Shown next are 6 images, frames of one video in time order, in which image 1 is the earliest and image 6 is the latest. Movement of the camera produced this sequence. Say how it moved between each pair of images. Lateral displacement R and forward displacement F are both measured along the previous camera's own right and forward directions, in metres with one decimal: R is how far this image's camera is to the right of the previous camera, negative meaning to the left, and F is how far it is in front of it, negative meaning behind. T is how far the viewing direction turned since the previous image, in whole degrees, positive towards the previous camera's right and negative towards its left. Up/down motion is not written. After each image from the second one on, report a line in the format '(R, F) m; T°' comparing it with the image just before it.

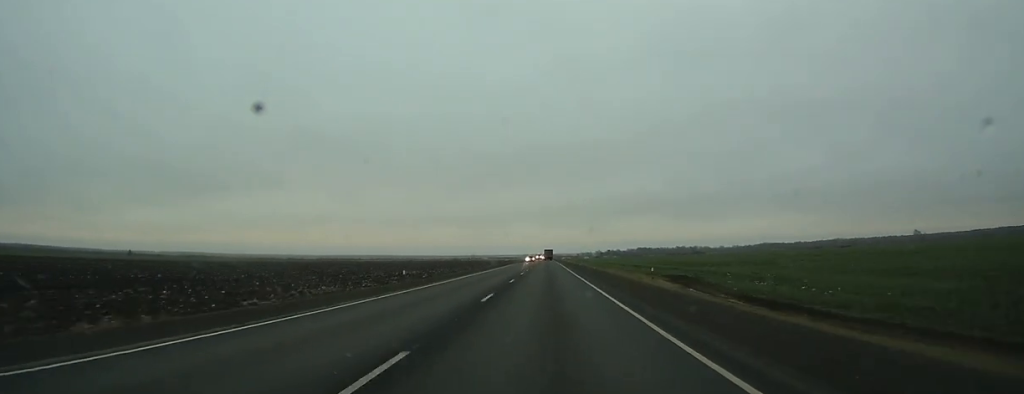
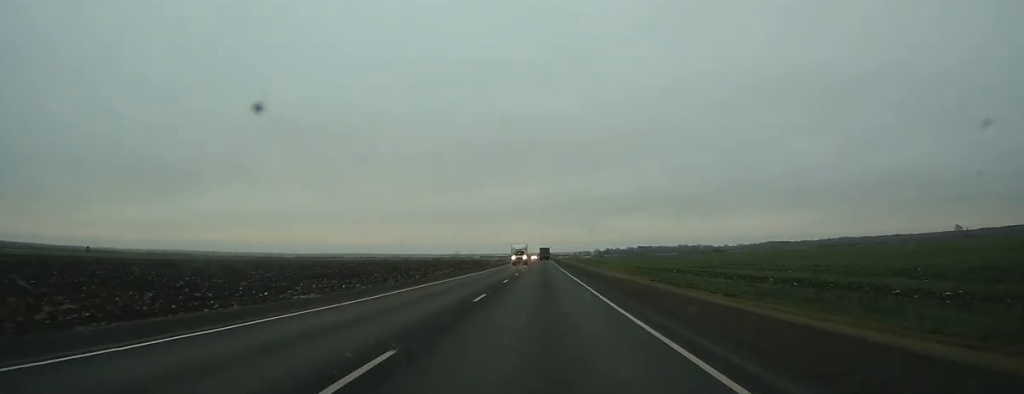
(-0.3, +90.7) m; 0°
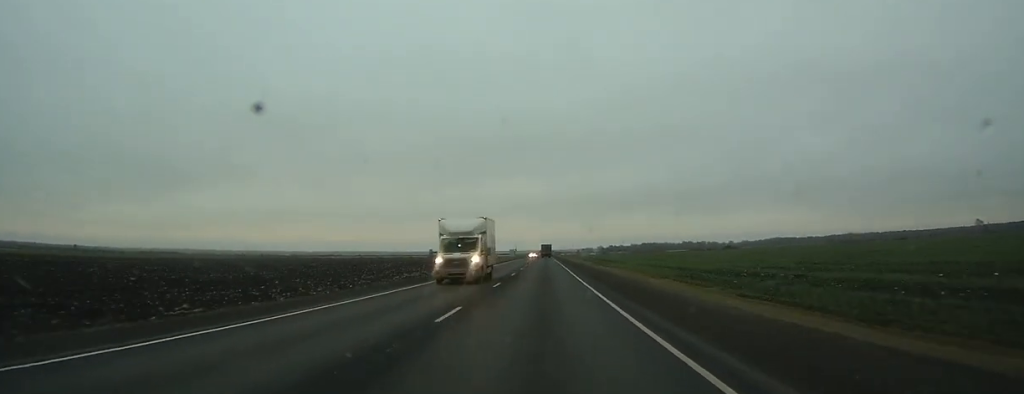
(+0.1, +33.6) m; 0°
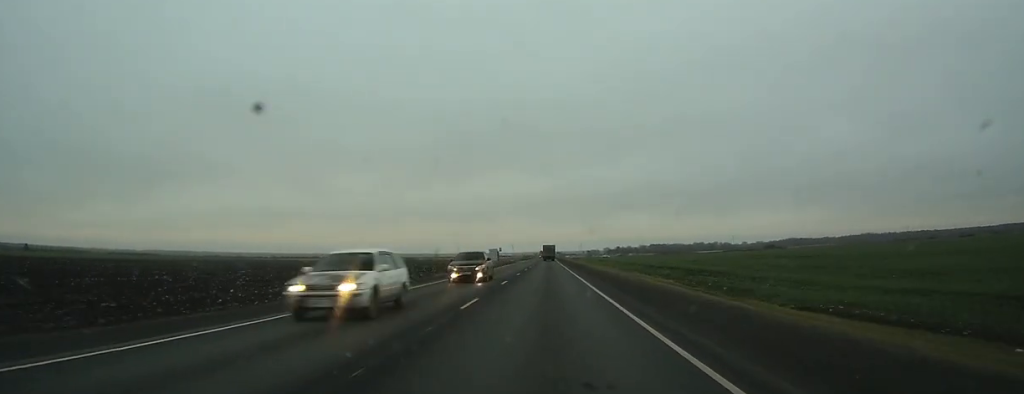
(-0.1, +106.1) m; 0°
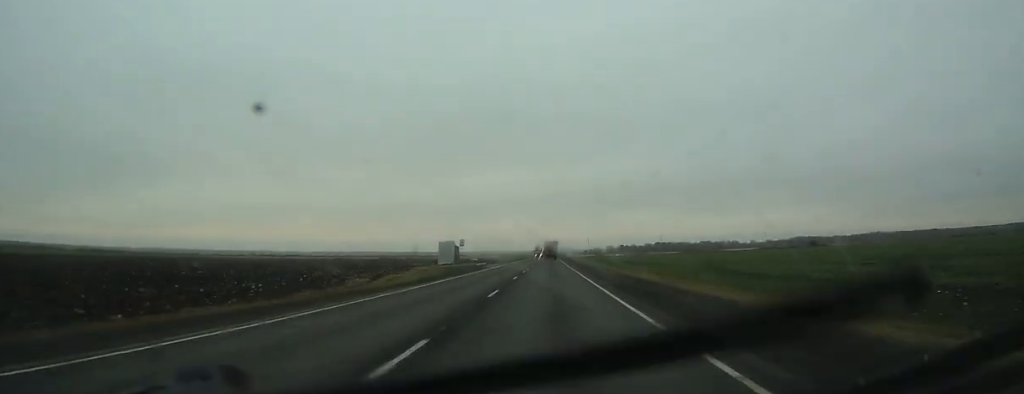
(0.0, +68.8) m; 0°
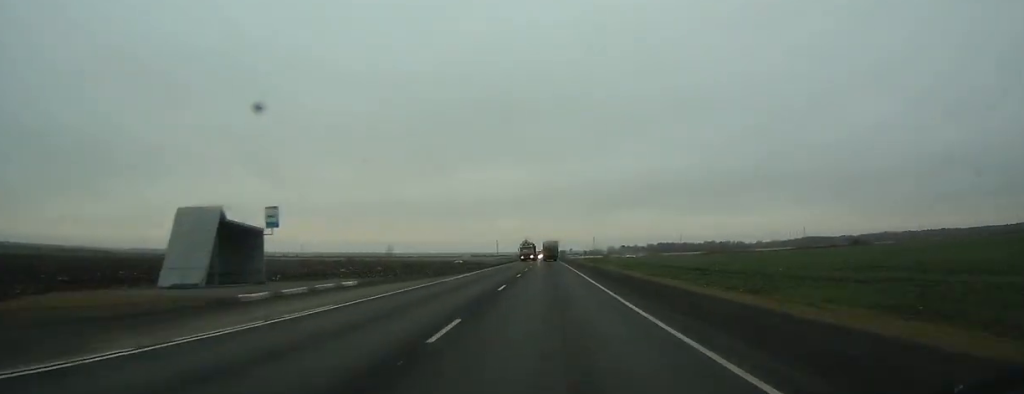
(+0.1, +54.7) m; 0°
